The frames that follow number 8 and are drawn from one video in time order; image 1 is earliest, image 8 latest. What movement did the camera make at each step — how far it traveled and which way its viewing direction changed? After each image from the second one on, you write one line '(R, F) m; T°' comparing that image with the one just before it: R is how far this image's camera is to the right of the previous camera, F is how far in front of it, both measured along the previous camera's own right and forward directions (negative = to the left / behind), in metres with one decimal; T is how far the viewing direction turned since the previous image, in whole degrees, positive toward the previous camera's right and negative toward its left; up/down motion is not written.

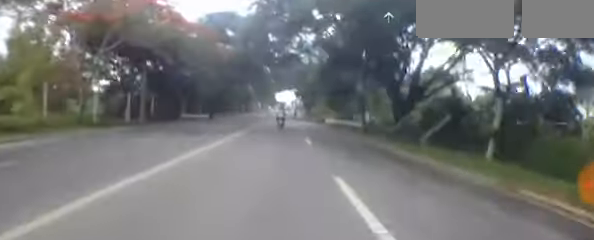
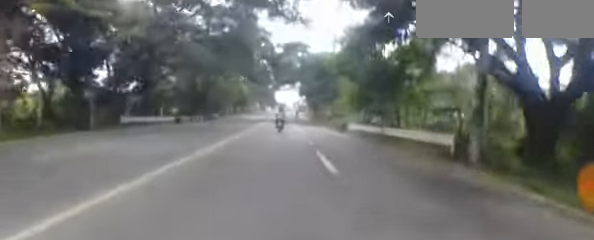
(0.0, +14.5) m; +1°
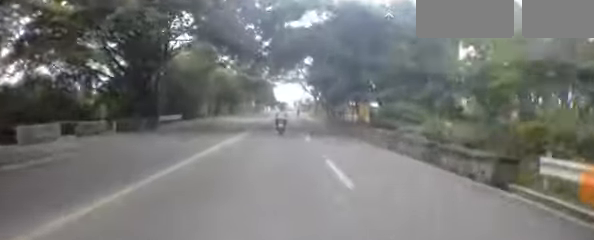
(+0.3, +19.8) m; -1°
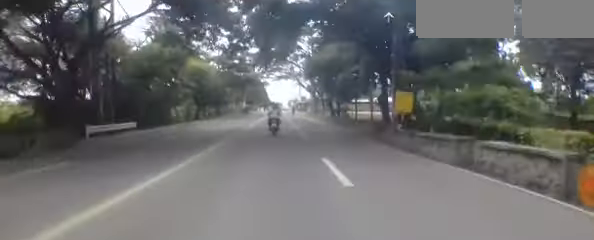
(-0.3, +8.9) m; +1°
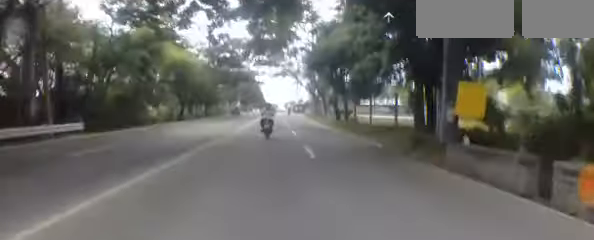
(-0.1, +6.5) m; +1°
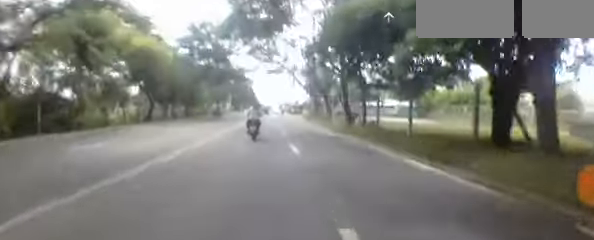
(+0.5, +7.6) m; +1°
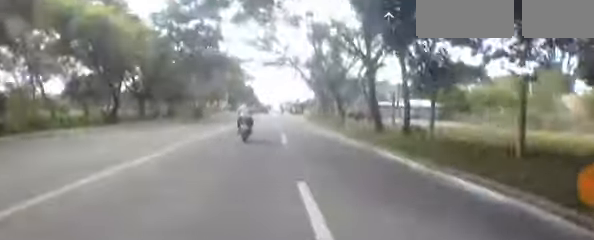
(+0.1, +7.0) m; 0°
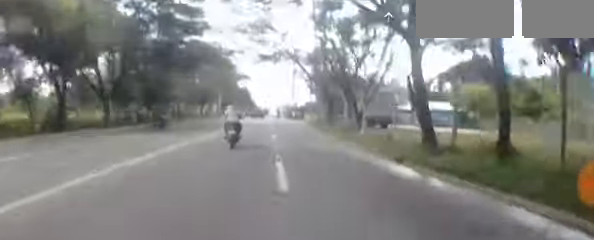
(-0.2, +5.9) m; -1°
